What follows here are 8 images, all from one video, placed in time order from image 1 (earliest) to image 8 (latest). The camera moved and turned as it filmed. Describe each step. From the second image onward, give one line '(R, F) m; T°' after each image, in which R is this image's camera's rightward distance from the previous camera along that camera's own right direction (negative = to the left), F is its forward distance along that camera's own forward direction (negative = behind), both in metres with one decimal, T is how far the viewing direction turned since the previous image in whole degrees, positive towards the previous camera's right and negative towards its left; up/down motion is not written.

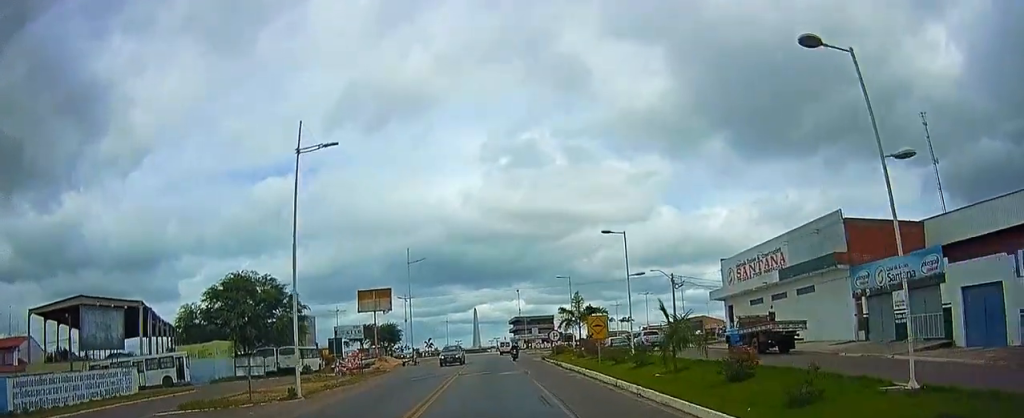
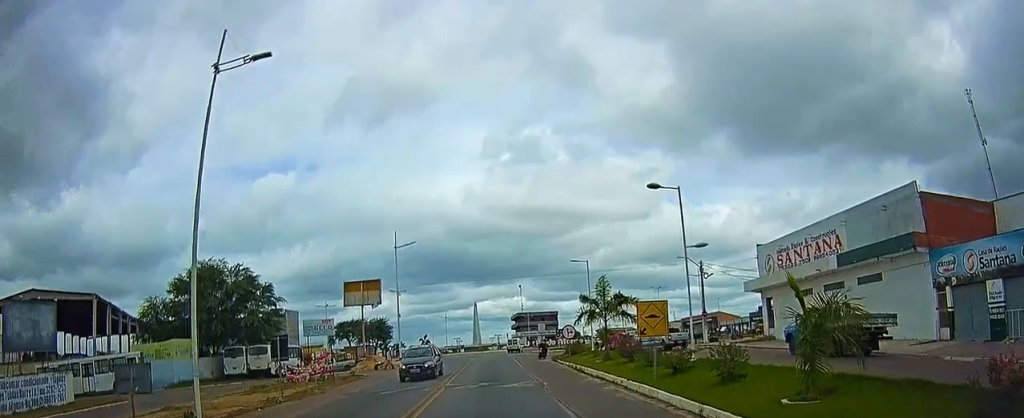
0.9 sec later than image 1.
(-0.1, +10.5) m; 0°
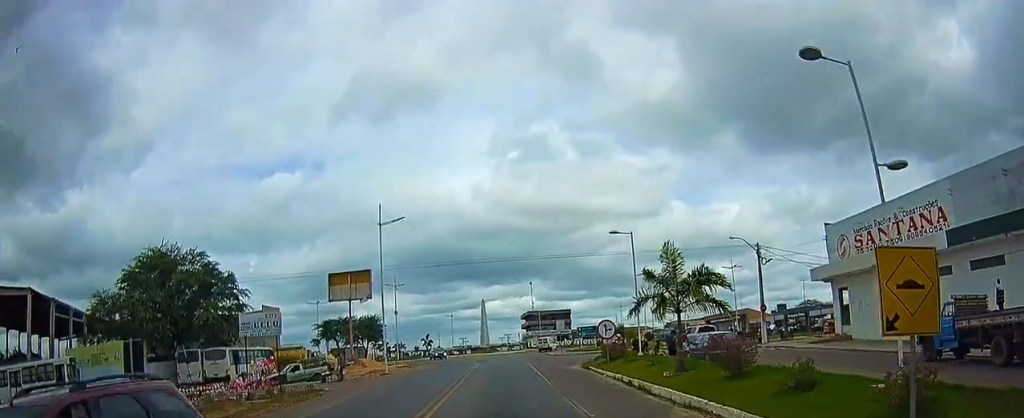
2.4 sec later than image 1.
(+0.1, +15.7) m; +1°
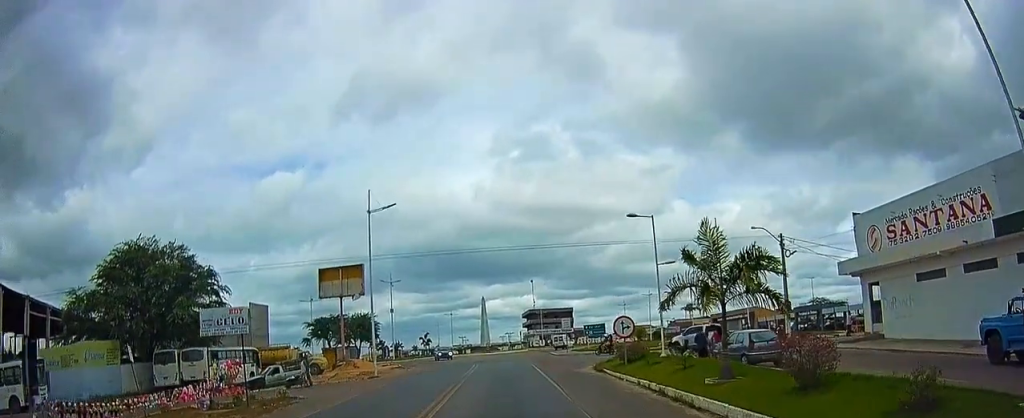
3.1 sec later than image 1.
(0.0, +6.6) m; -2°
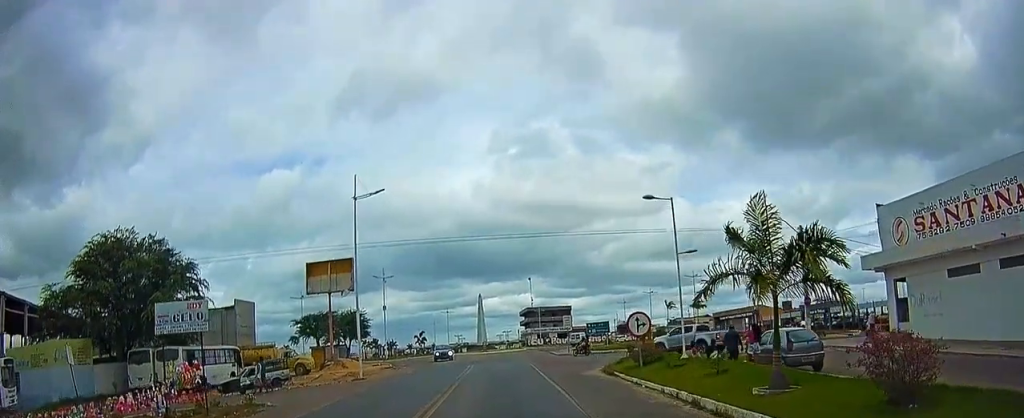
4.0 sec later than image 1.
(-0.2, +7.0) m; -1°
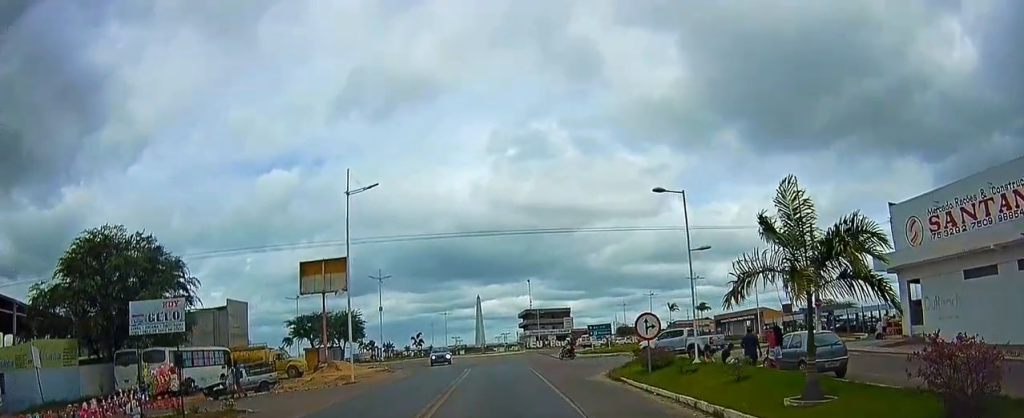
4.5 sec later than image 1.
(-0.1, +3.7) m; 0°
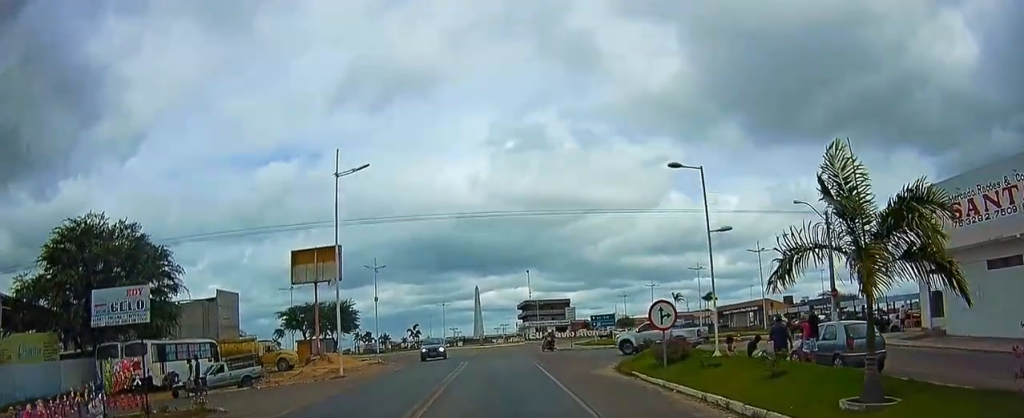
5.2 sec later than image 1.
(+0.1, +4.6) m; +4°
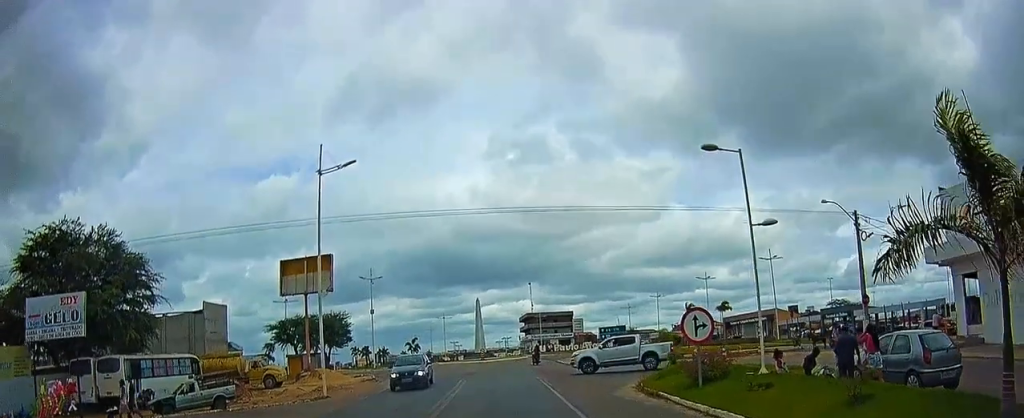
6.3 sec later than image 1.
(+0.4, +5.5) m; +1°
